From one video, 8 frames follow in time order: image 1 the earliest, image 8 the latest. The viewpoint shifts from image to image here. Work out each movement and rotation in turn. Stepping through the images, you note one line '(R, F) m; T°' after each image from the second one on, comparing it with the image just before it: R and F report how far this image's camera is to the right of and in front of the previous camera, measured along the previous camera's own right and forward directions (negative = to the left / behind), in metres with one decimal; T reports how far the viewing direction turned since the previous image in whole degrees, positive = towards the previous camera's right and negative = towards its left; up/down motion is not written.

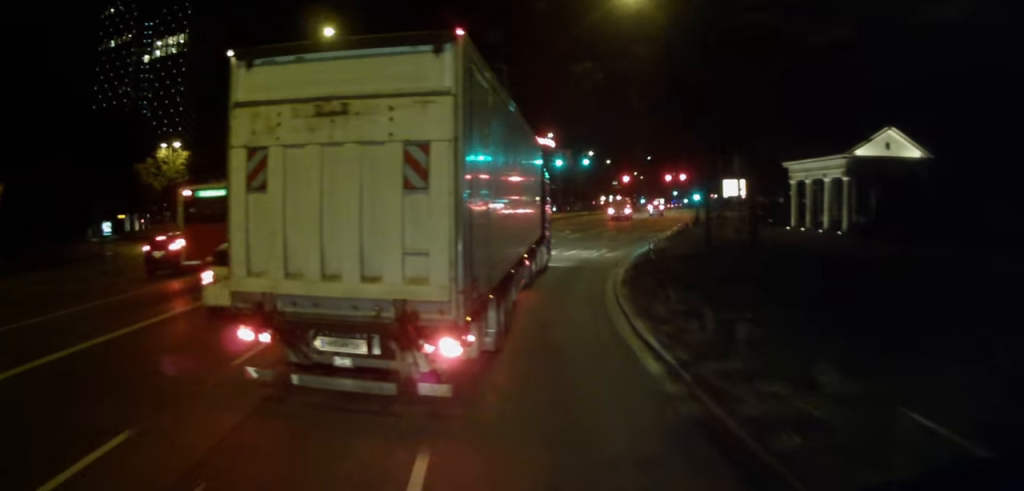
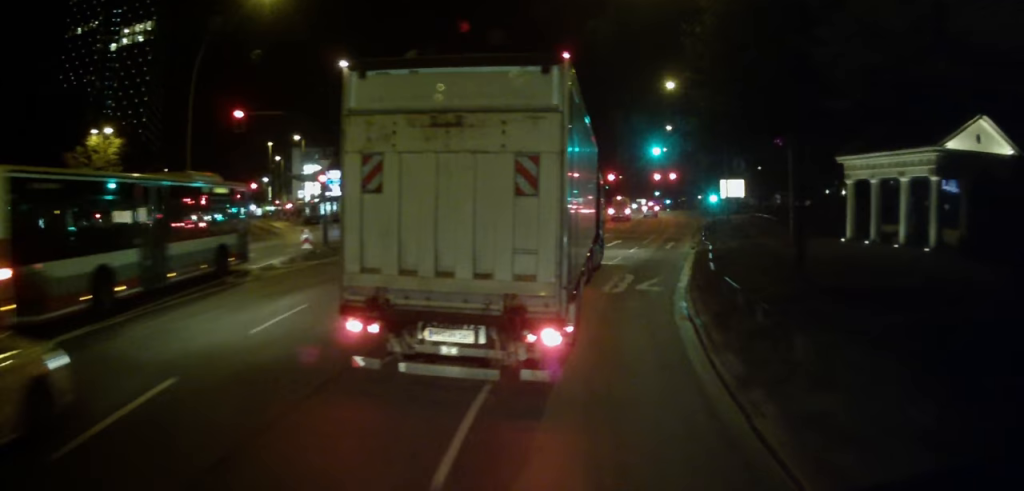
(0.0, +10.8) m; +3°
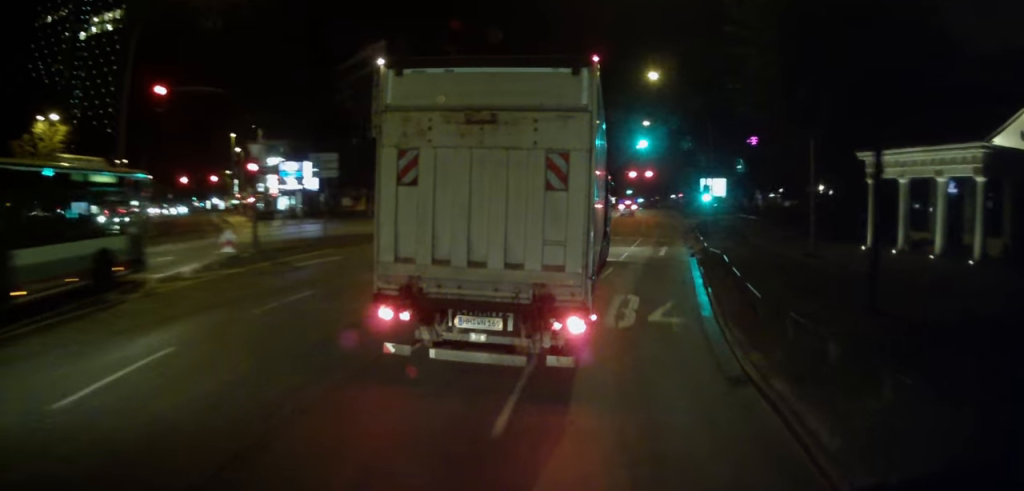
(0.0, +5.3) m; +2°
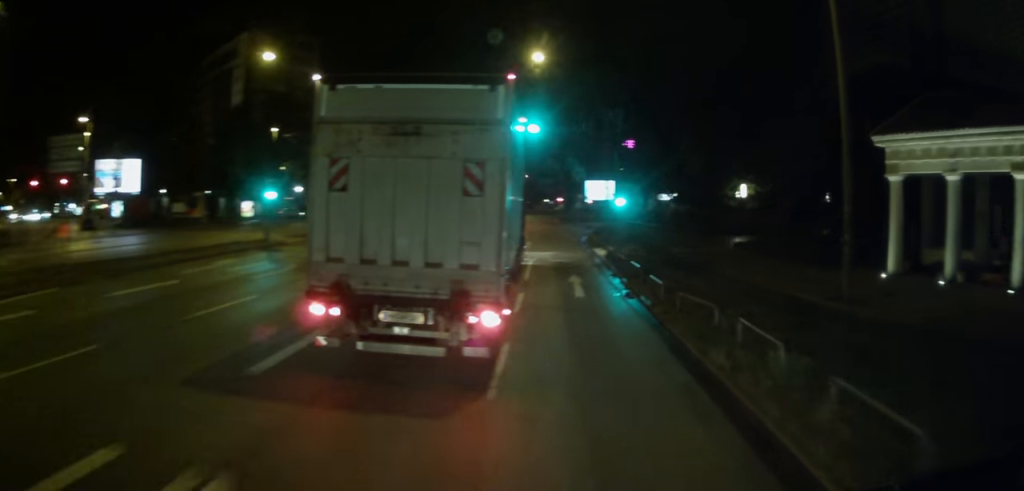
(+0.7, +11.2) m; +7°
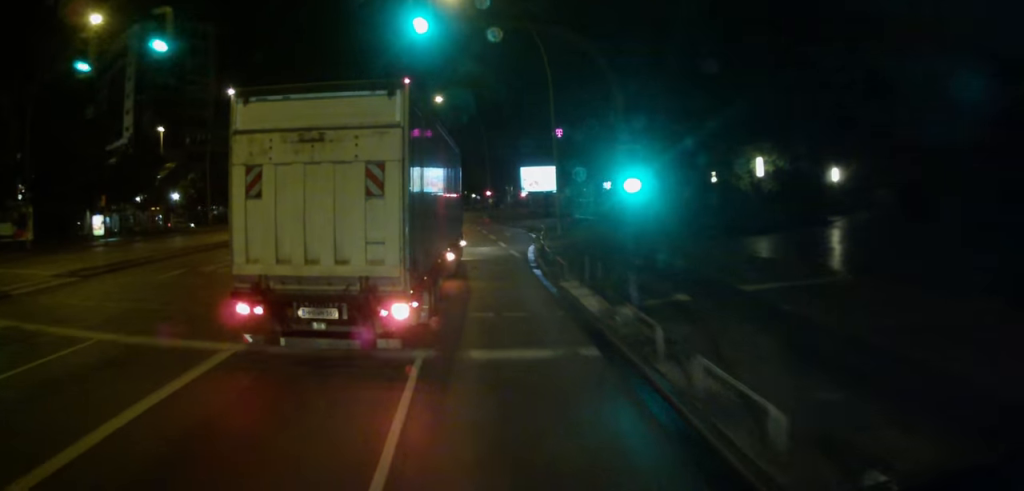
(+2.1, +16.3) m; +13°
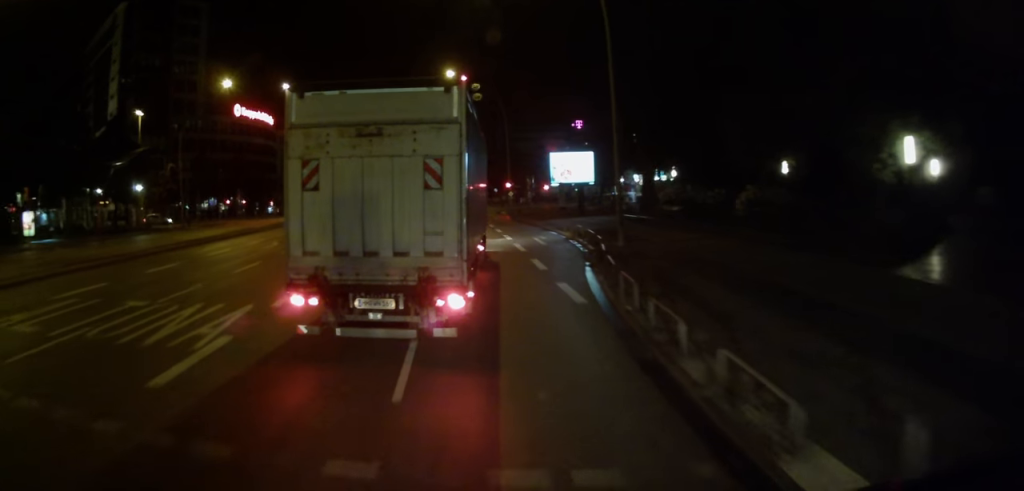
(+0.6, +13.2) m; +2°
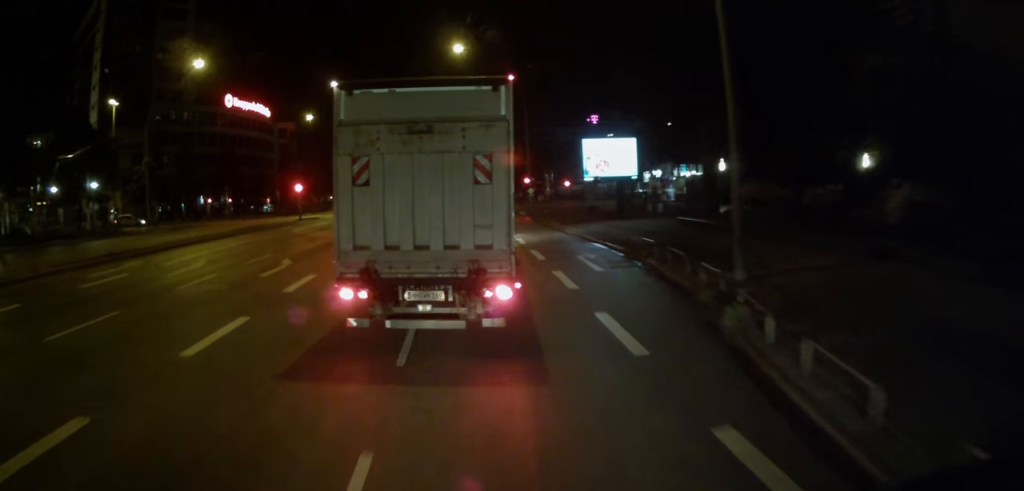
(-0.2, +12.4) m; 0°
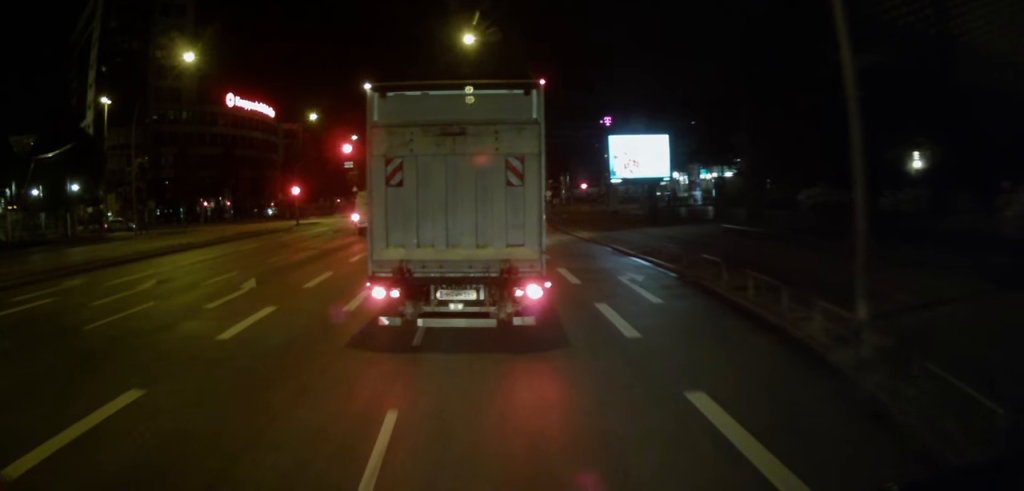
(+0.1, +5.6) m; 0°
